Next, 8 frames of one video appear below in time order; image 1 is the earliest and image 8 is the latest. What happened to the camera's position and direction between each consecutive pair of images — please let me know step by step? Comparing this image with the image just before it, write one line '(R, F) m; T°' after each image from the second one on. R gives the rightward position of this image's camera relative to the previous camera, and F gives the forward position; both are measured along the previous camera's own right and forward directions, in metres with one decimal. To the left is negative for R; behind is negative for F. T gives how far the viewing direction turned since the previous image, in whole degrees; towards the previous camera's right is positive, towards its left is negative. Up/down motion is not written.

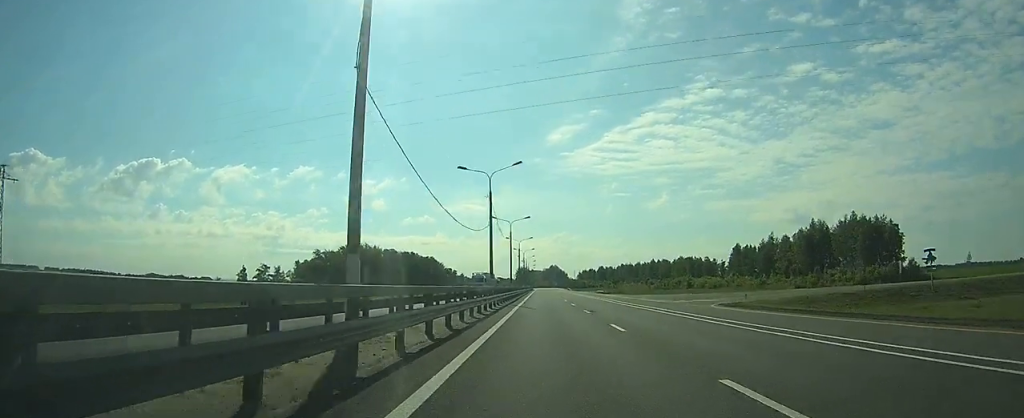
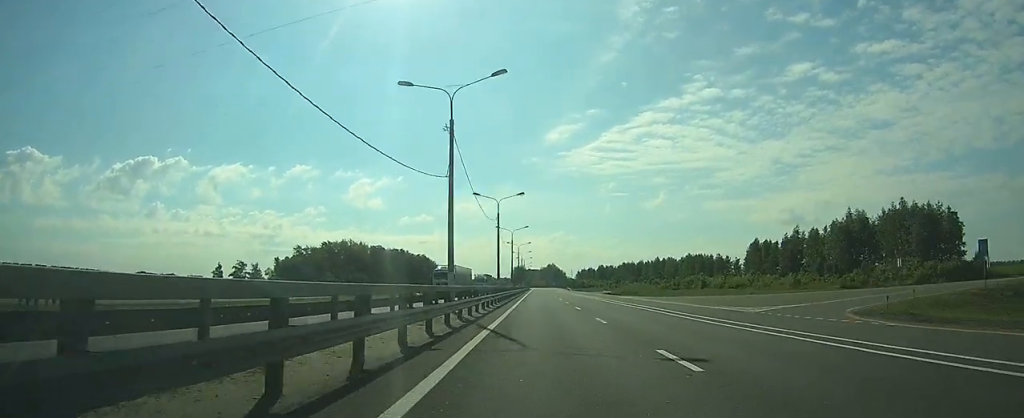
(0.0, +20.4) m; 0°
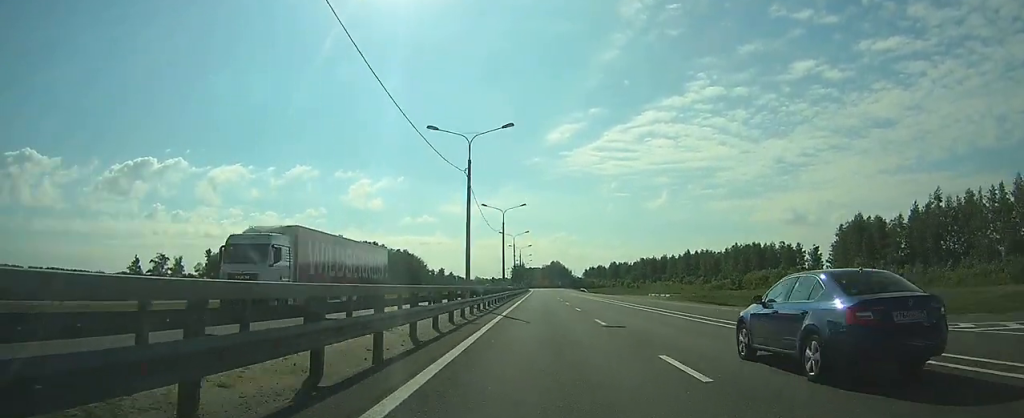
(+0.2, +61.2) m; 0°
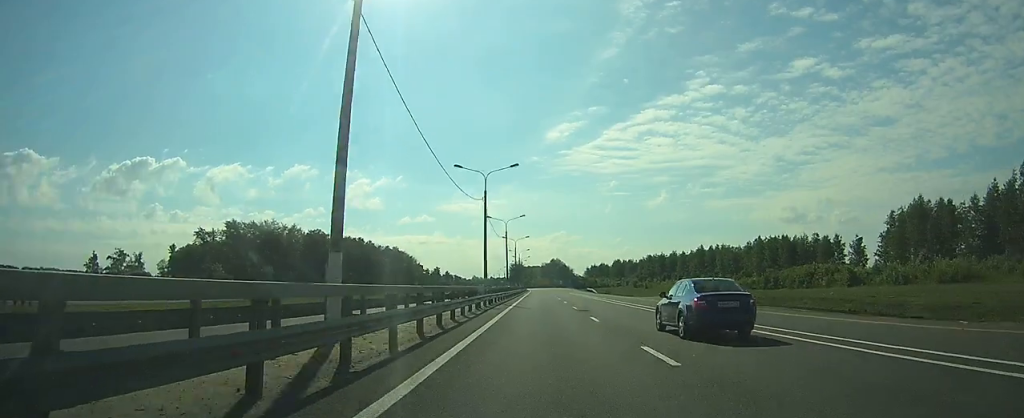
(-0.1, +22.6) m; 0°
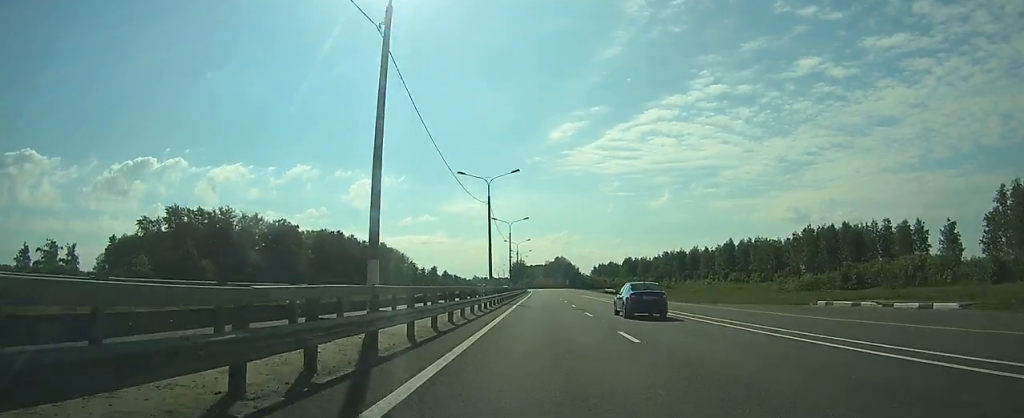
(0.0, +32.4) m; 0°
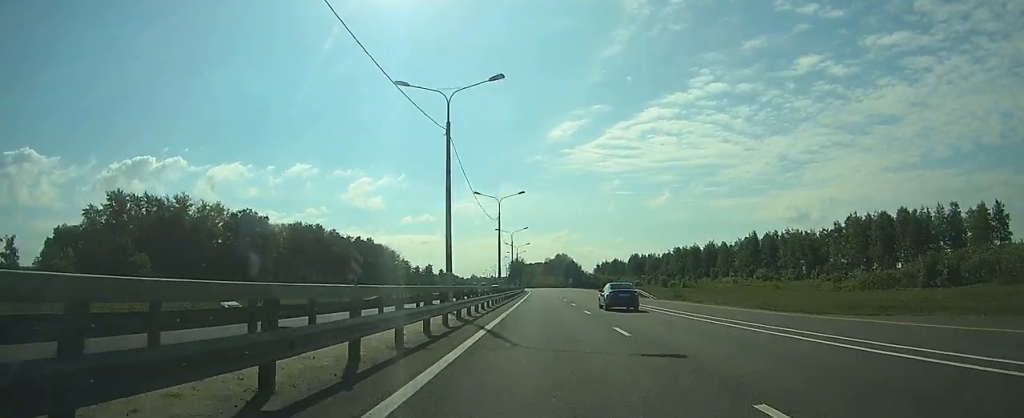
(0.0, +22.6) m; 0°
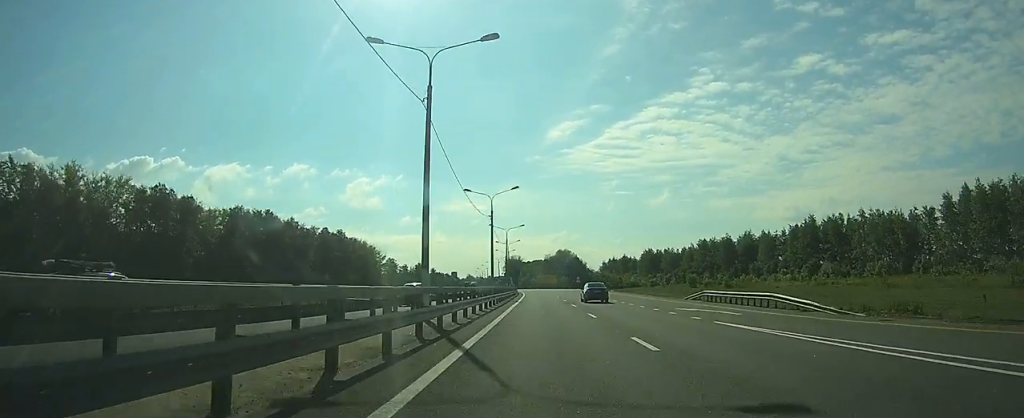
(-0.1, +39.9) m; 0°
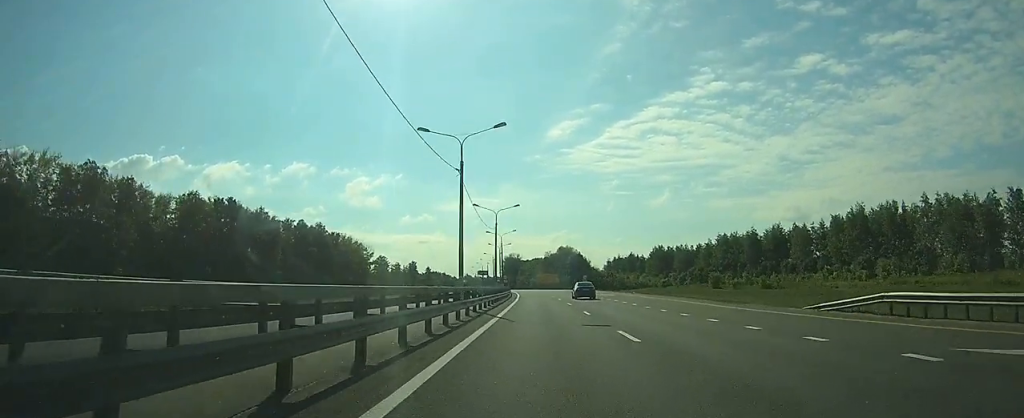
(0.0, +22.5) m; 0°
